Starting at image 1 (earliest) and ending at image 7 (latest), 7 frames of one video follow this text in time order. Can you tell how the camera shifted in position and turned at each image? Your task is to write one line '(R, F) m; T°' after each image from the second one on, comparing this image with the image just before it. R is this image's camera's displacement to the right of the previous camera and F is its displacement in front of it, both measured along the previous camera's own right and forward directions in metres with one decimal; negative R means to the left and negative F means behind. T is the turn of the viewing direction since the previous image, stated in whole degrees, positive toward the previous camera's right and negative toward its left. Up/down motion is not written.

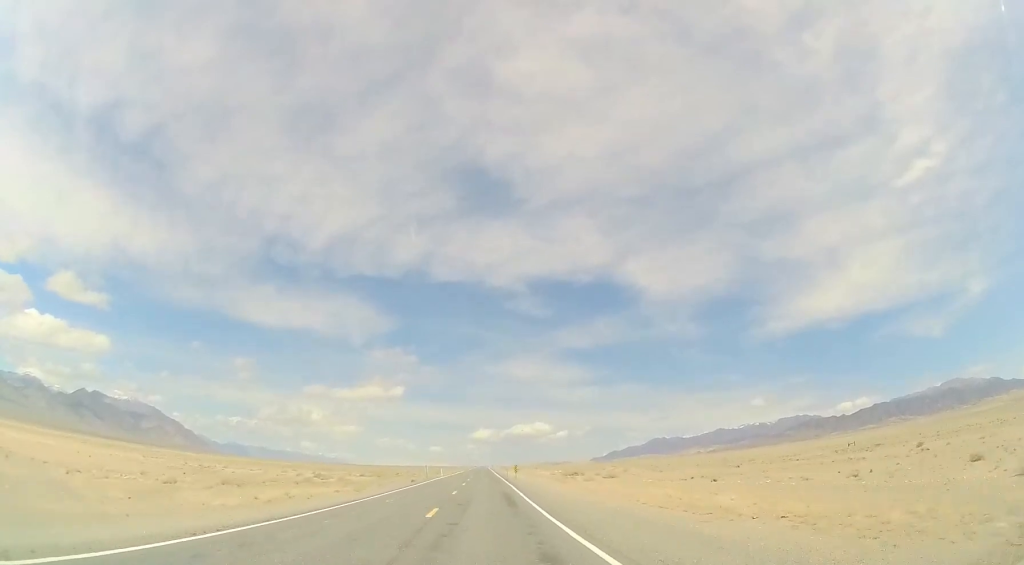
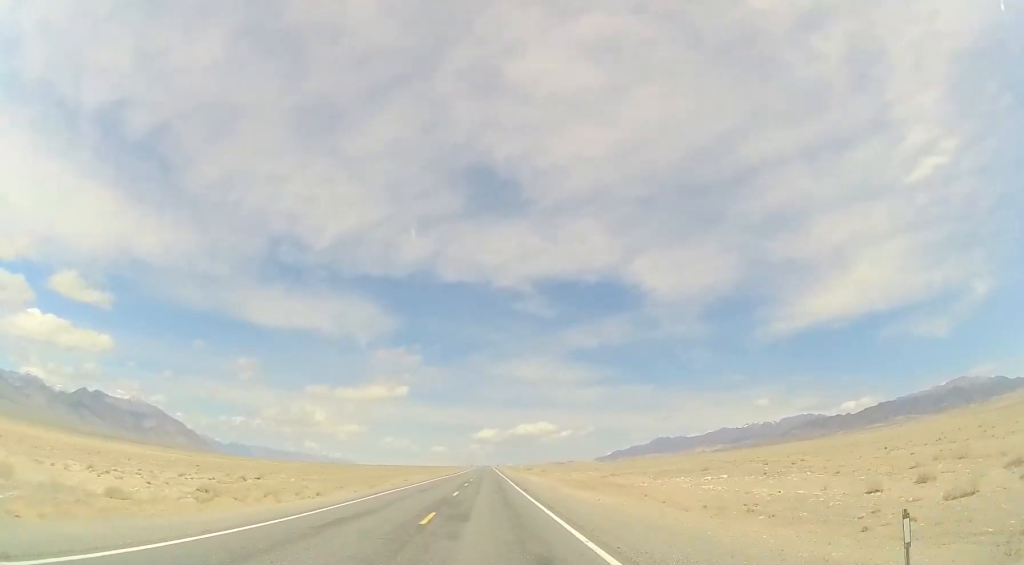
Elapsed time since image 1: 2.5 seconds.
(-0.3, +84.3) m; -1°
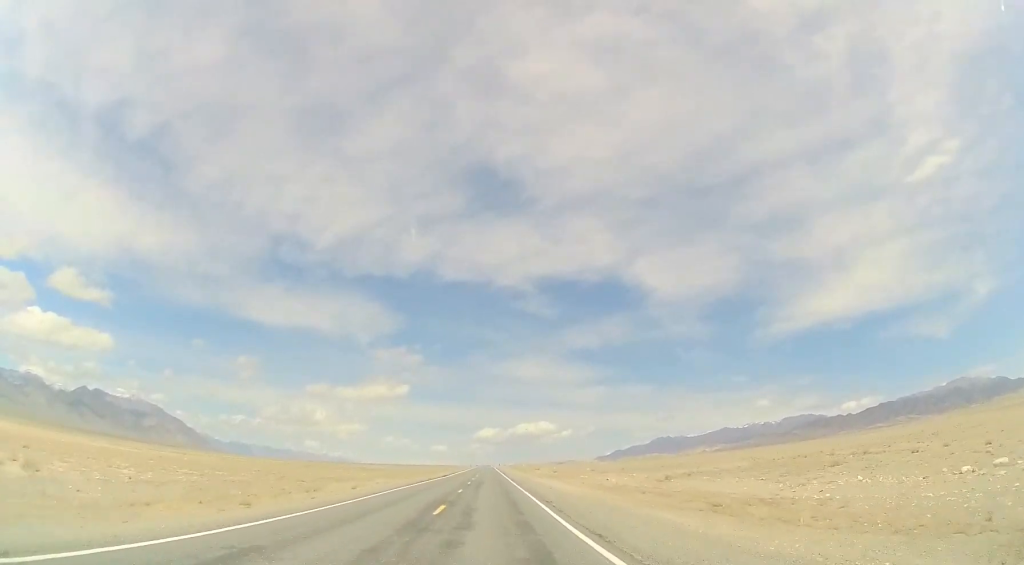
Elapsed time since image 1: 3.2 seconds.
(-0.3, +24.8) m; 0°
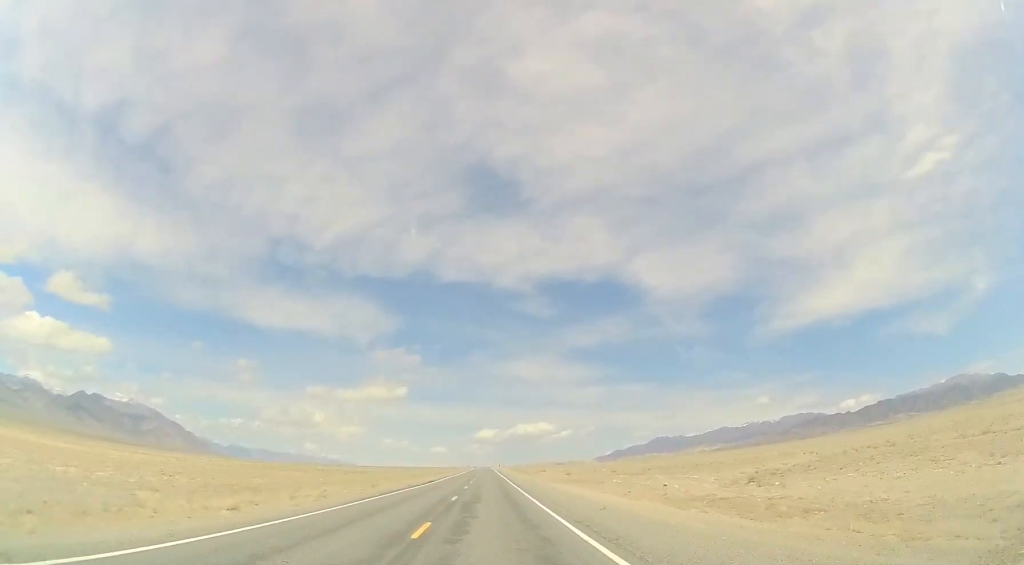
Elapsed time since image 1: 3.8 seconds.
(-0.3, +19.1) m; 0°
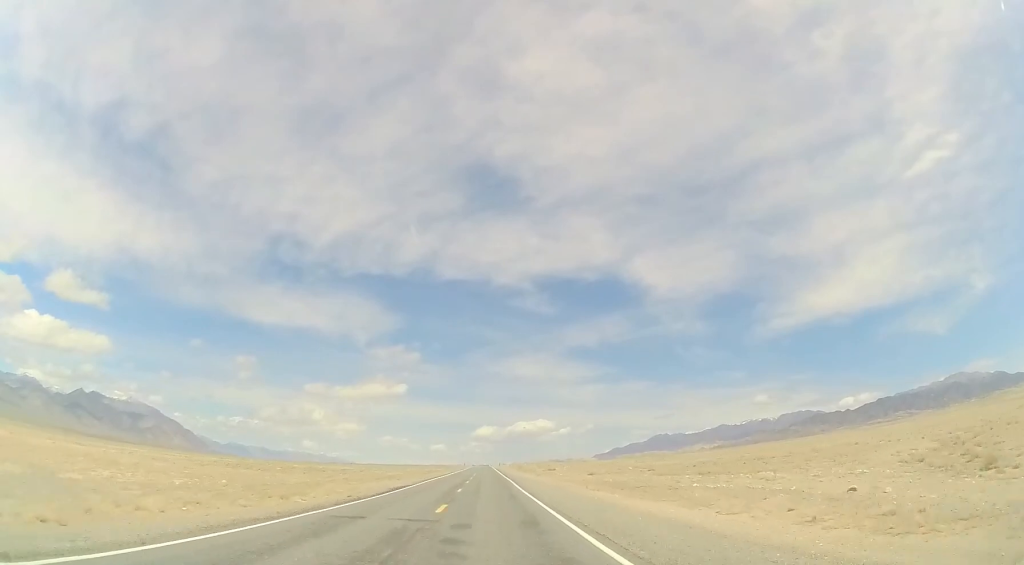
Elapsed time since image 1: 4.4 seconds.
(+0.5, +21.3) m; 0°
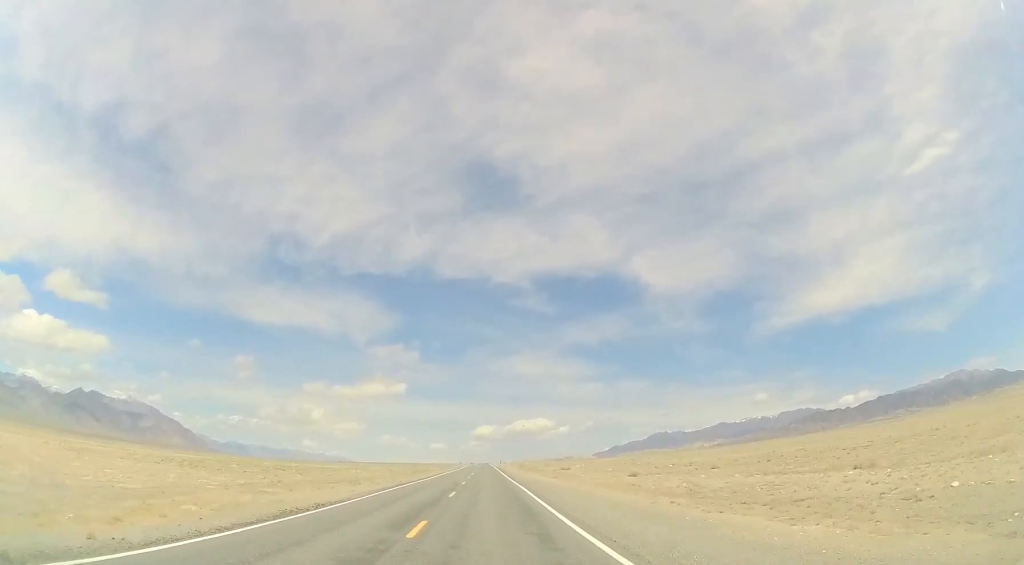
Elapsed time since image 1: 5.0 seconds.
(0.0, +20.1) m; 0°
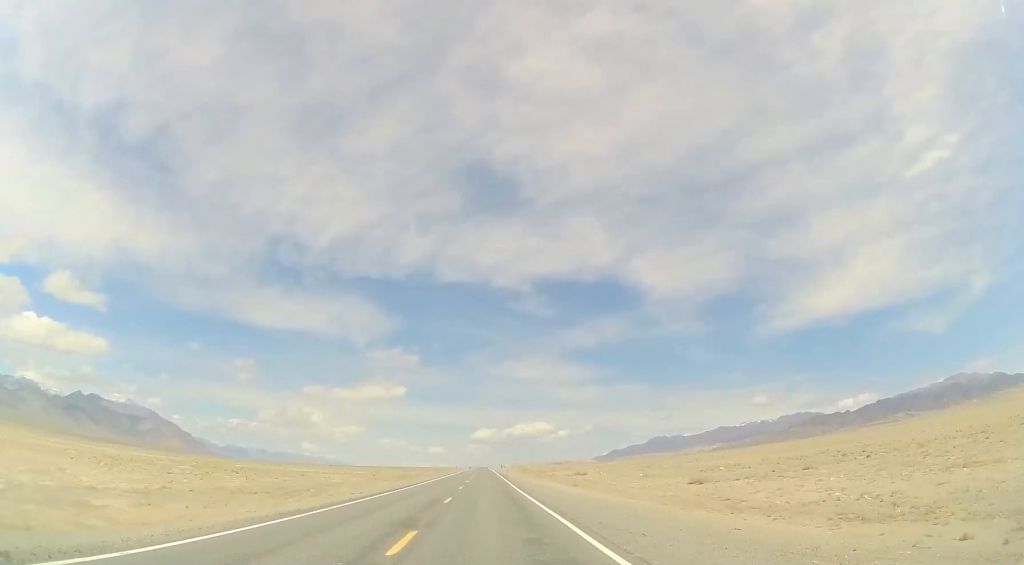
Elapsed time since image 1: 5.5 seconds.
(-0.2, +15.6) m; 0°
